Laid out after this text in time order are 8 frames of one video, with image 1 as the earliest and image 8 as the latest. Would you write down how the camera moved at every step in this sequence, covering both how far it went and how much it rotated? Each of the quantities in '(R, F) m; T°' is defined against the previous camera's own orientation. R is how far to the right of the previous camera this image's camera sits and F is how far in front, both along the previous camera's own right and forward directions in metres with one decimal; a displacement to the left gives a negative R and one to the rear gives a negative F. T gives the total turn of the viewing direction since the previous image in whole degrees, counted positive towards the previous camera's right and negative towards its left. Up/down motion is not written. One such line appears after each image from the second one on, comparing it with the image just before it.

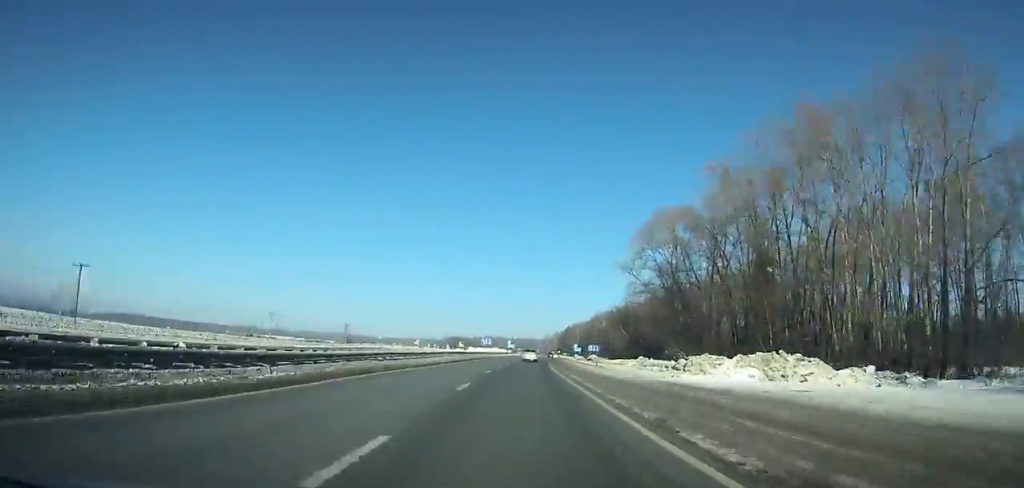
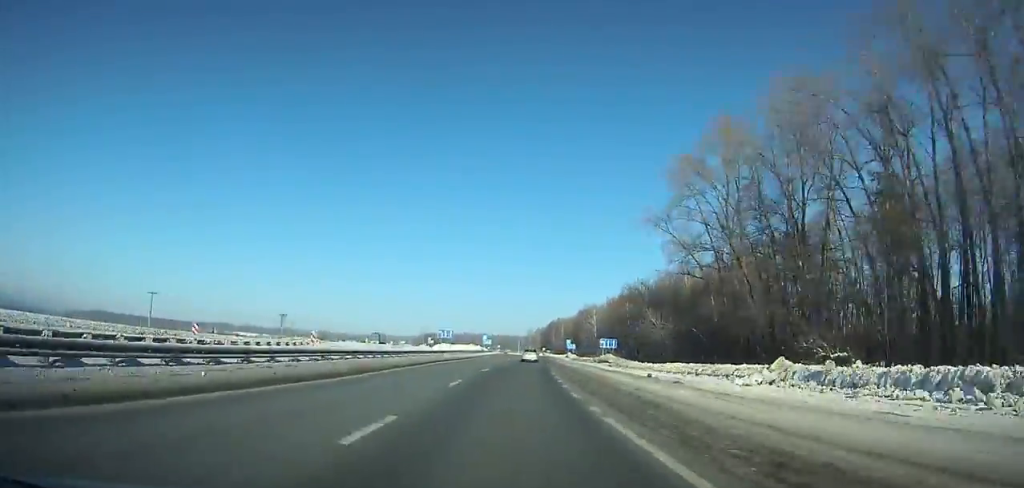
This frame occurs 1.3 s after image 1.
(-0.1, +32.6) m; +1°
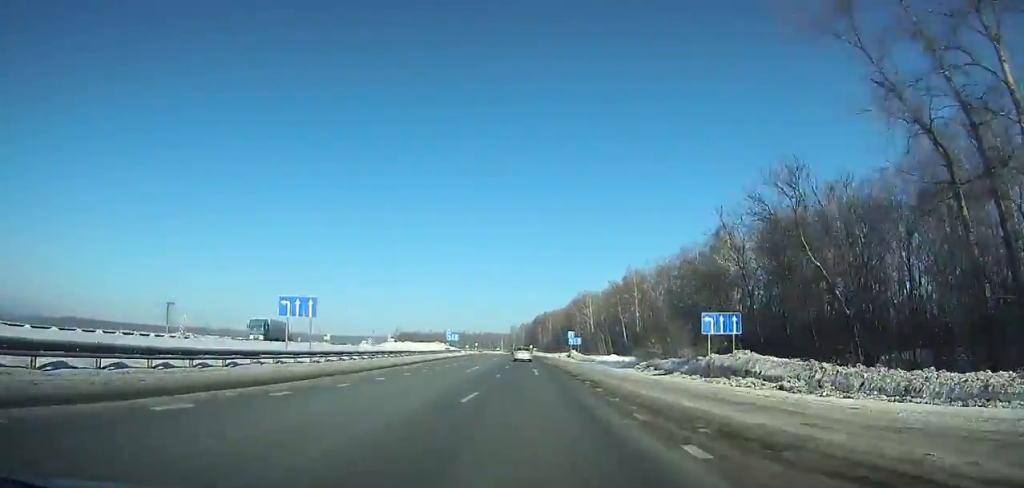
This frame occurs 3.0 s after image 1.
(+1.0, +41.6) m; 0°
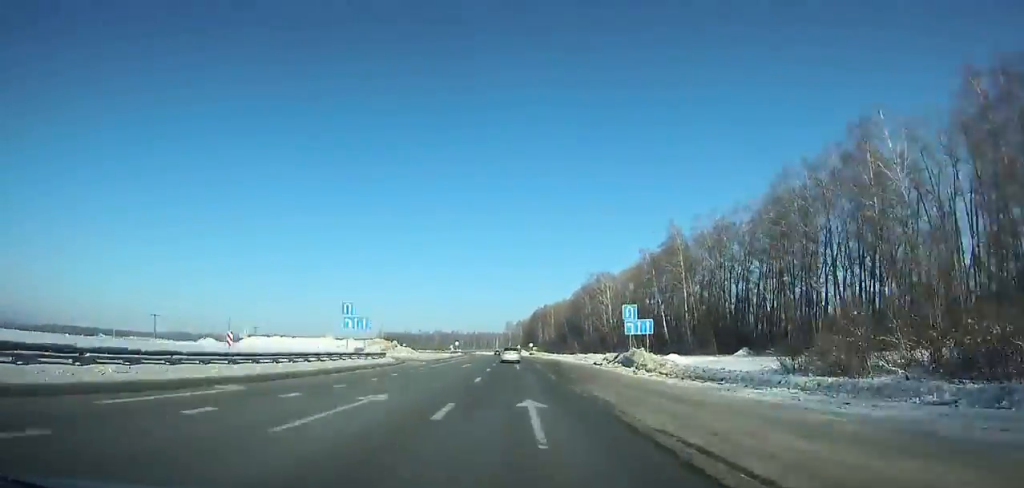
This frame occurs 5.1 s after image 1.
(+0.3, +50.9) m; 0°
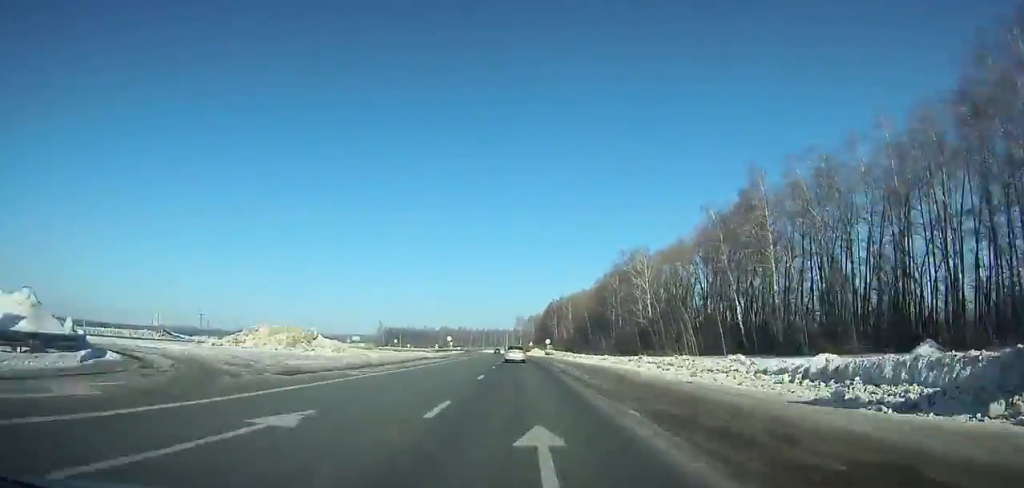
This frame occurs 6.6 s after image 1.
(-0.1, +35.8) m; -1°
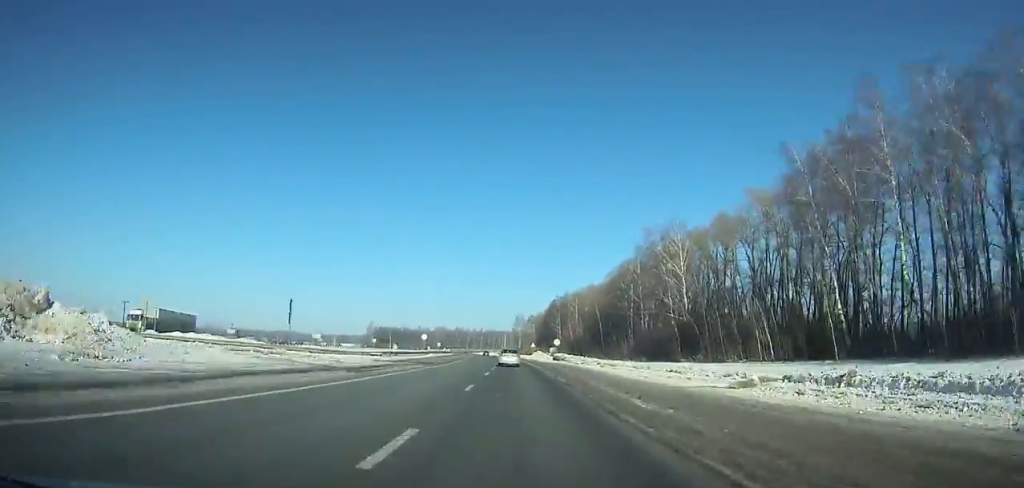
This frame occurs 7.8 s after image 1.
(-0.2, +28.4) m; -1°
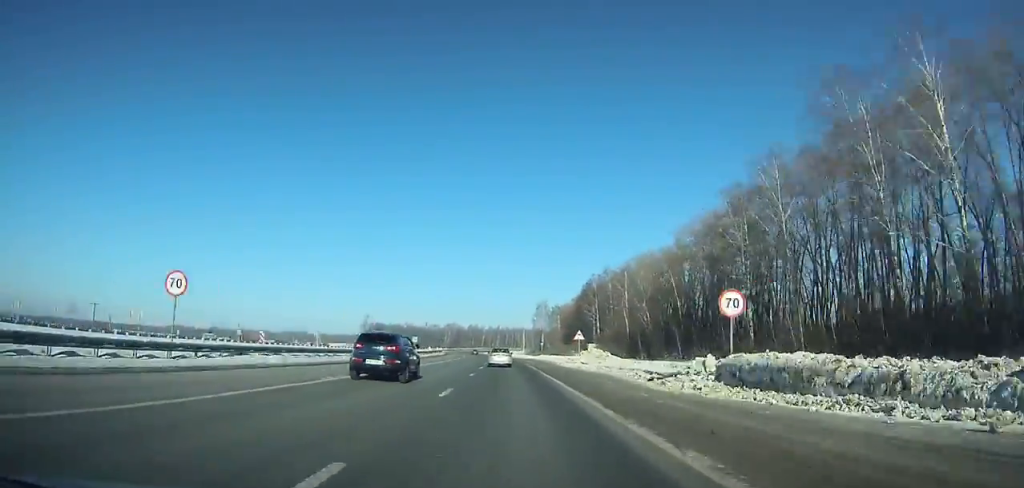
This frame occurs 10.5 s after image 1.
(-0.8, +63.3) m; -2°
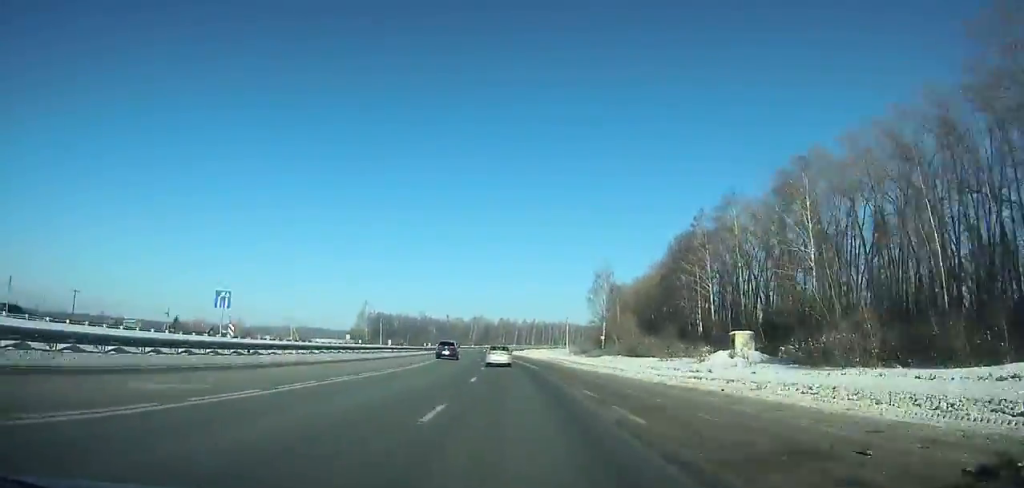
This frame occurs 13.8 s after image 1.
(-2.3, +76.0) m; -3°
